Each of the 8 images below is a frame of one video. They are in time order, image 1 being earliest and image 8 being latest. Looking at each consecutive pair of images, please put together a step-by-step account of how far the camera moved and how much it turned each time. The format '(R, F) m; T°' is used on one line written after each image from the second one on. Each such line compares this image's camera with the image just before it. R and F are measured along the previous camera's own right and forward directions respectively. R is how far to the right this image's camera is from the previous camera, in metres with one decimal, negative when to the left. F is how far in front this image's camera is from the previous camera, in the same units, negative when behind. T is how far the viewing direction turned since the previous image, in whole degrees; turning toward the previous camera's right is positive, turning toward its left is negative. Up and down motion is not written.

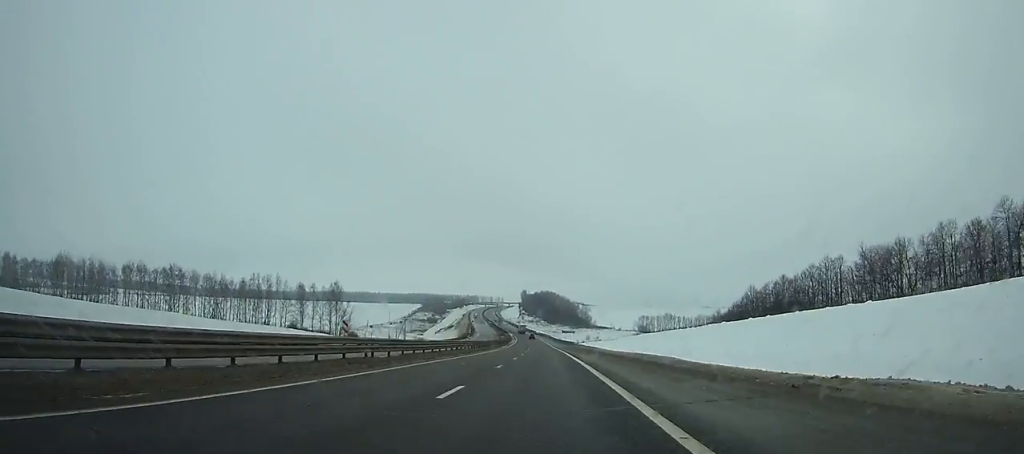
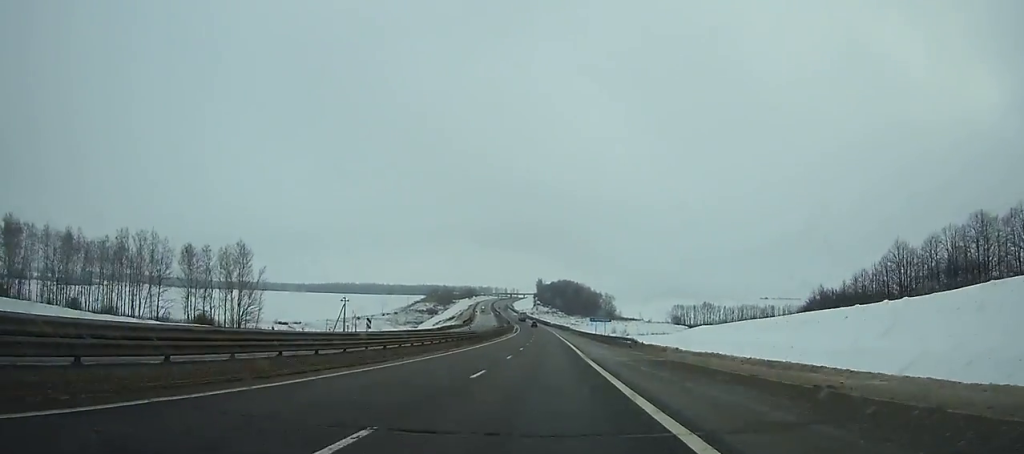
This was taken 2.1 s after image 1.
(-1.1, +66.9) m; -2°
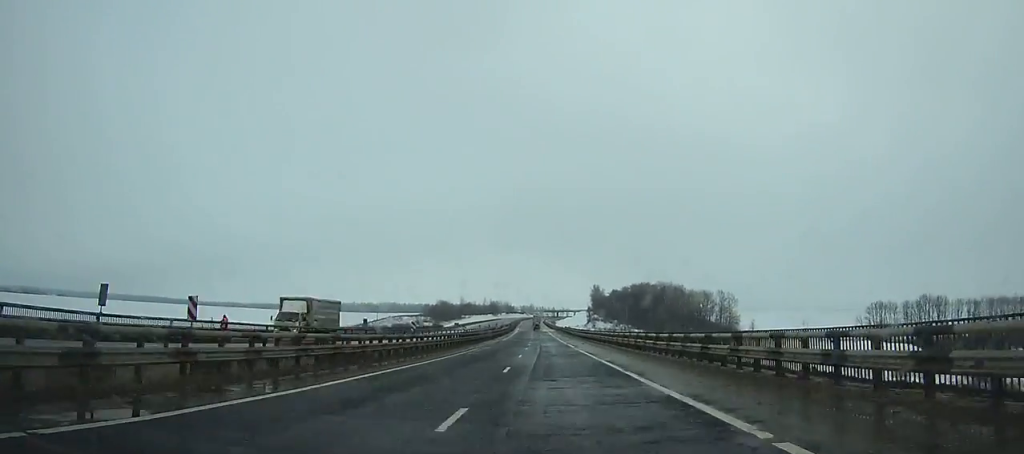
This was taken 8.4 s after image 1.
(-8.8, +199.0) m; -5°
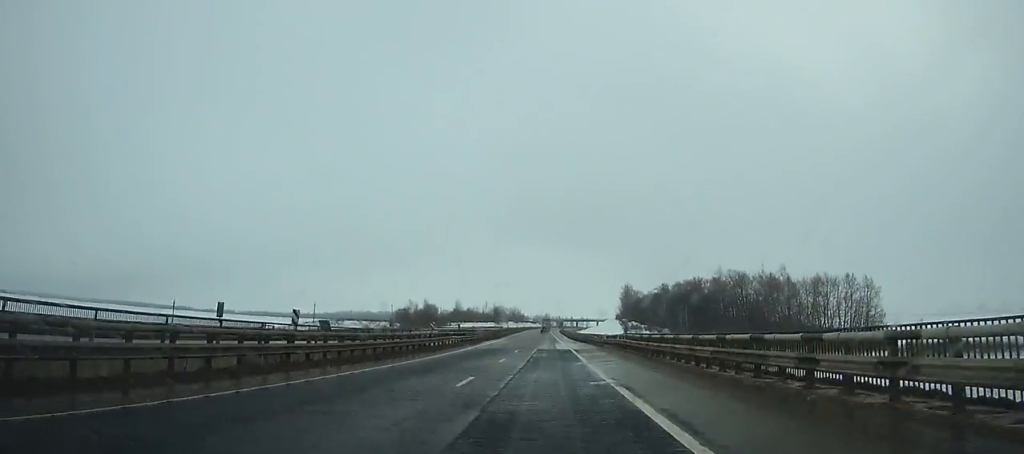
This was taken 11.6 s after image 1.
(-1.8, +98.8) m; -1°
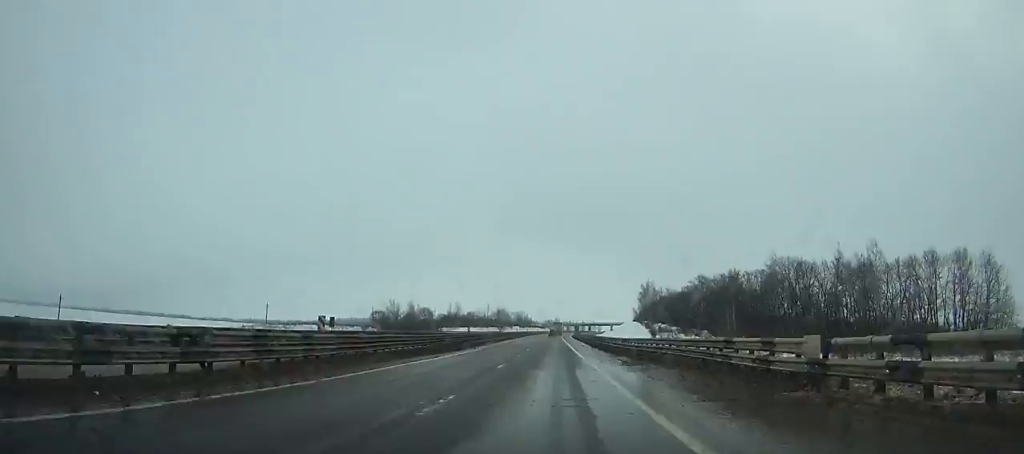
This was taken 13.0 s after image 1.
(-0.2, +42.8) m; 0°
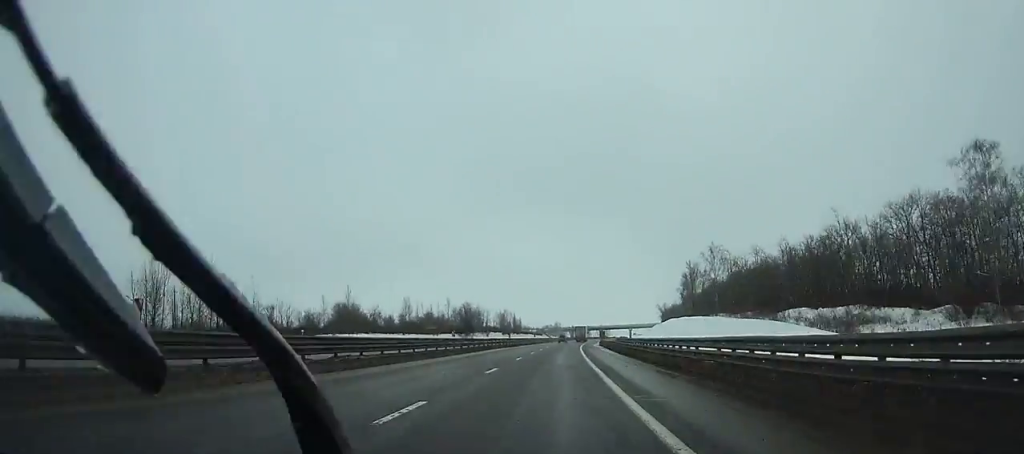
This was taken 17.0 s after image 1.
(+0.5, +120.5) m; +1°
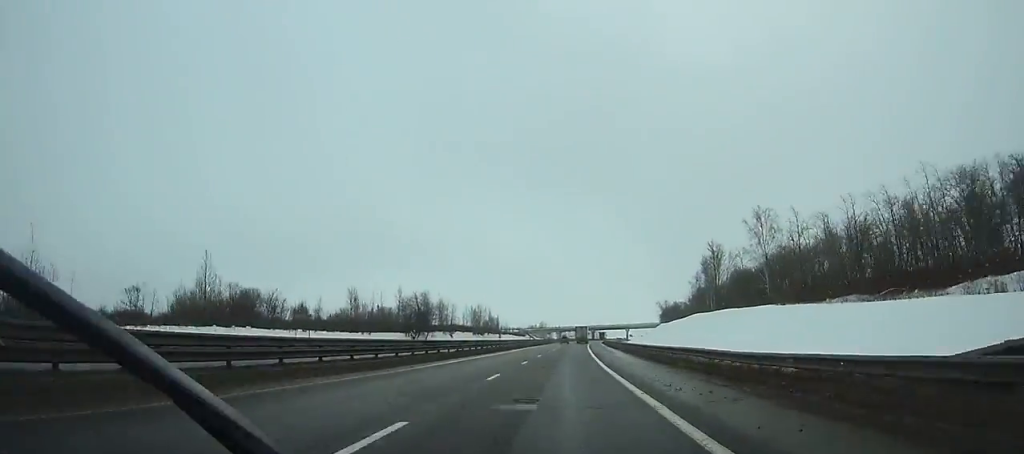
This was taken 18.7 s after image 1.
(-0.2, +50.7) m; +1°
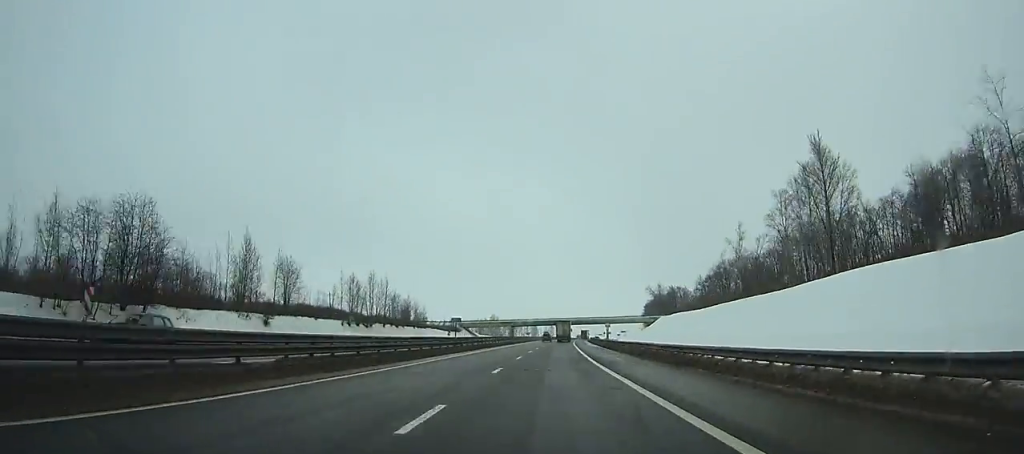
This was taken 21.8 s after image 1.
(+2.4, +91.4) m; +3°
